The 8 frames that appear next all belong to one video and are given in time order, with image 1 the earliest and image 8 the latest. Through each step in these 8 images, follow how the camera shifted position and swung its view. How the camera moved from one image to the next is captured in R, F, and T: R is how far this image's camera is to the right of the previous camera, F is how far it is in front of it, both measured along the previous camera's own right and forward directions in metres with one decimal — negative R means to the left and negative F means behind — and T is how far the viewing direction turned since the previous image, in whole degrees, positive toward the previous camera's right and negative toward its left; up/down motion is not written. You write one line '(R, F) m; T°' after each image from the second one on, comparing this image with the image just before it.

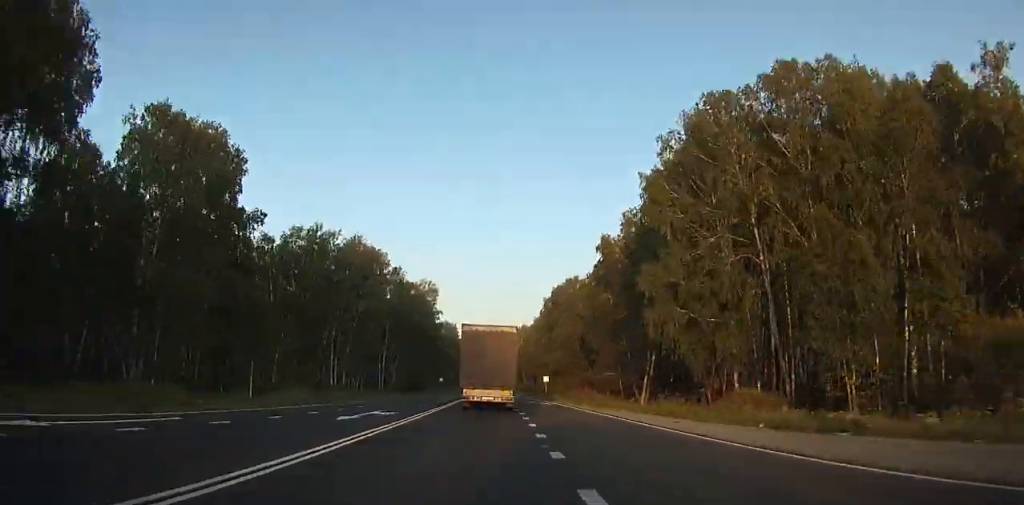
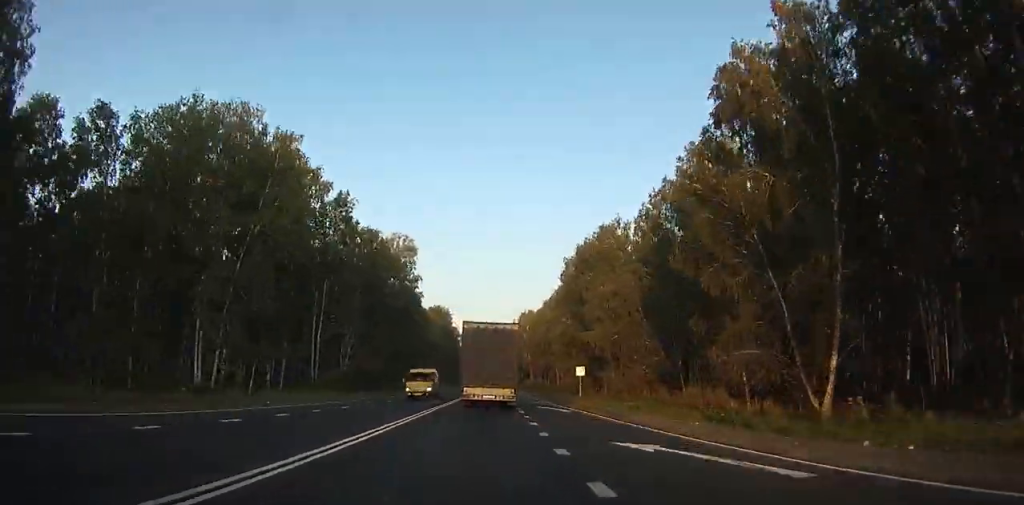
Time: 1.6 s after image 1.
(-0.3, +33.6) m; -2°
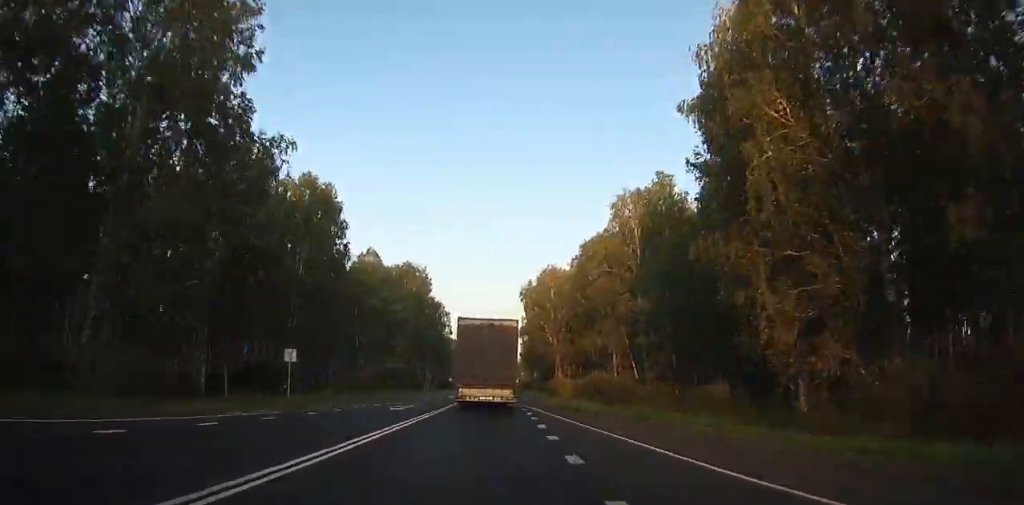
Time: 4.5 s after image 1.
(-1.7, +61.0) m; -1°
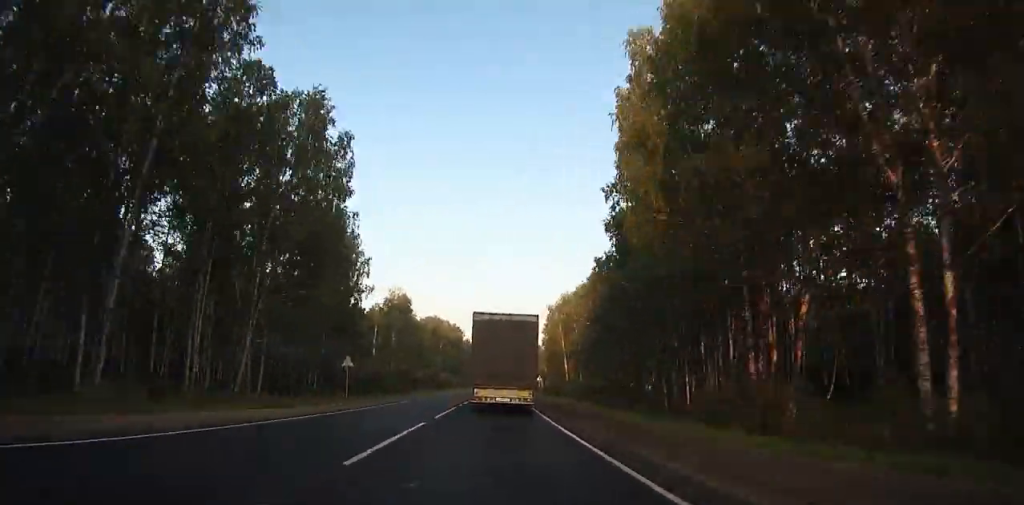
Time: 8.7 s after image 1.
(-1.9, +96.7) m; -4°
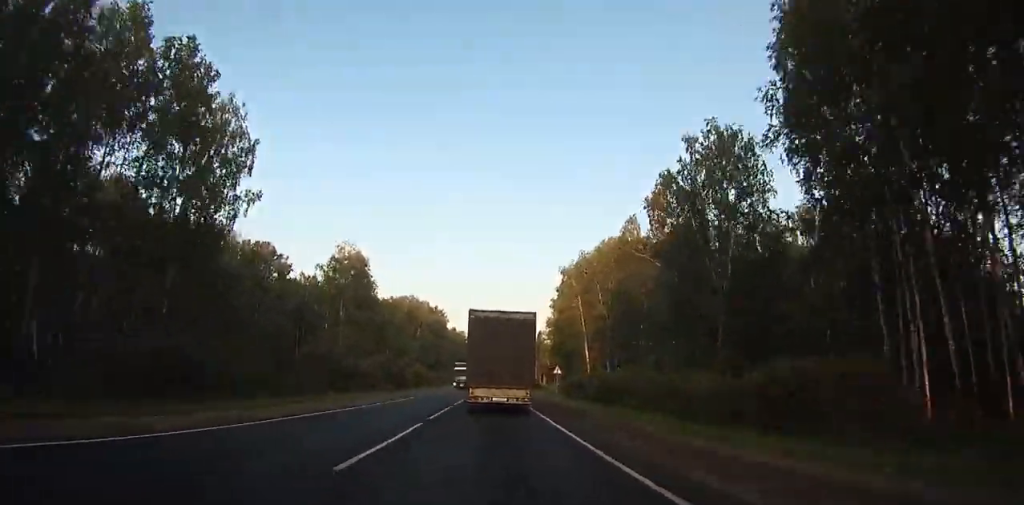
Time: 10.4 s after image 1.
(-2.0, +37.4) m; -1°
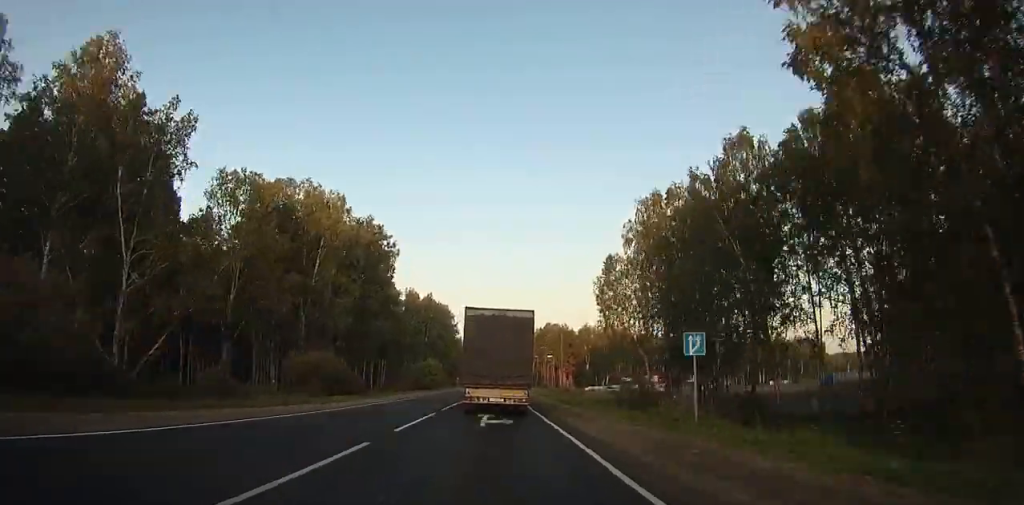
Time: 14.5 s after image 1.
(+1.9, +85.0) m; +4°
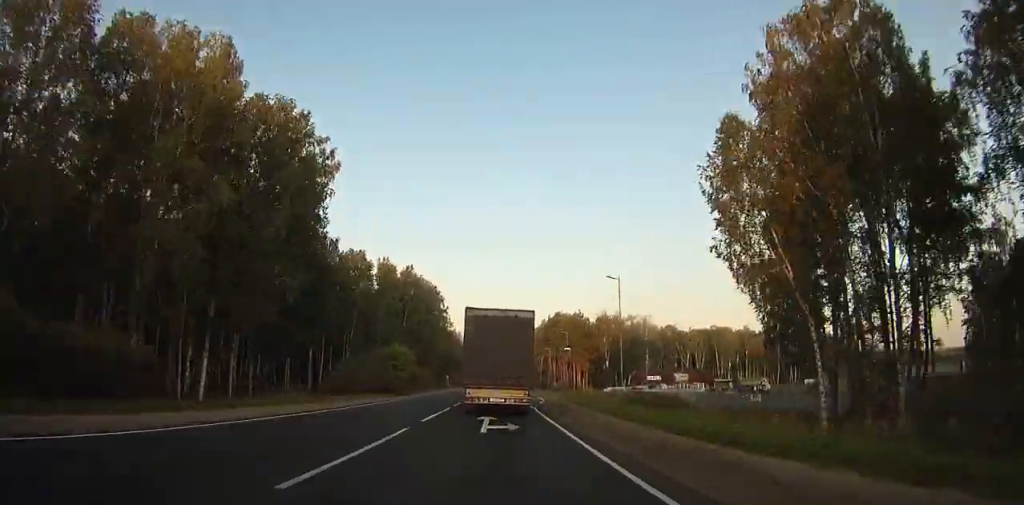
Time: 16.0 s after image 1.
(+1.2, +33.9) m; +1°
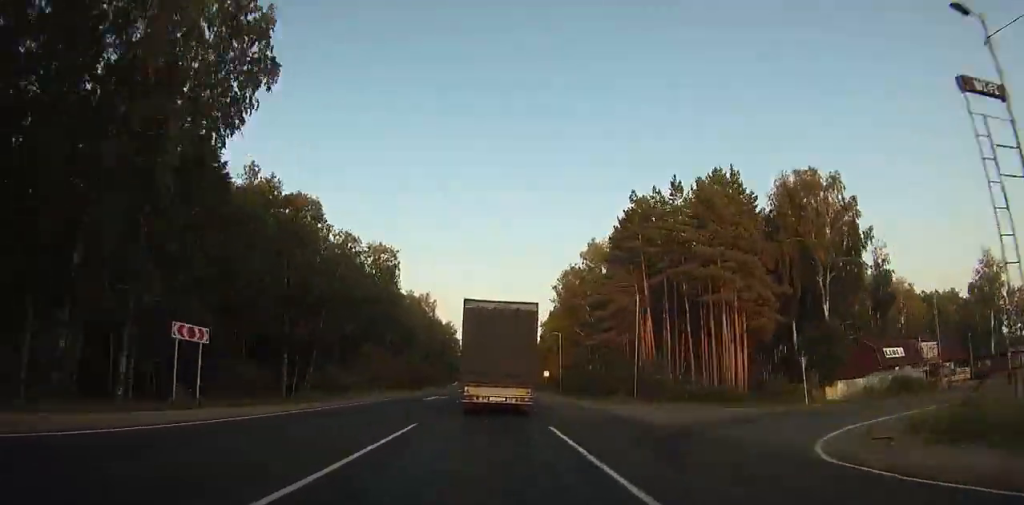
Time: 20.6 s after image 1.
(+0.7, +102.9) m; +1°
